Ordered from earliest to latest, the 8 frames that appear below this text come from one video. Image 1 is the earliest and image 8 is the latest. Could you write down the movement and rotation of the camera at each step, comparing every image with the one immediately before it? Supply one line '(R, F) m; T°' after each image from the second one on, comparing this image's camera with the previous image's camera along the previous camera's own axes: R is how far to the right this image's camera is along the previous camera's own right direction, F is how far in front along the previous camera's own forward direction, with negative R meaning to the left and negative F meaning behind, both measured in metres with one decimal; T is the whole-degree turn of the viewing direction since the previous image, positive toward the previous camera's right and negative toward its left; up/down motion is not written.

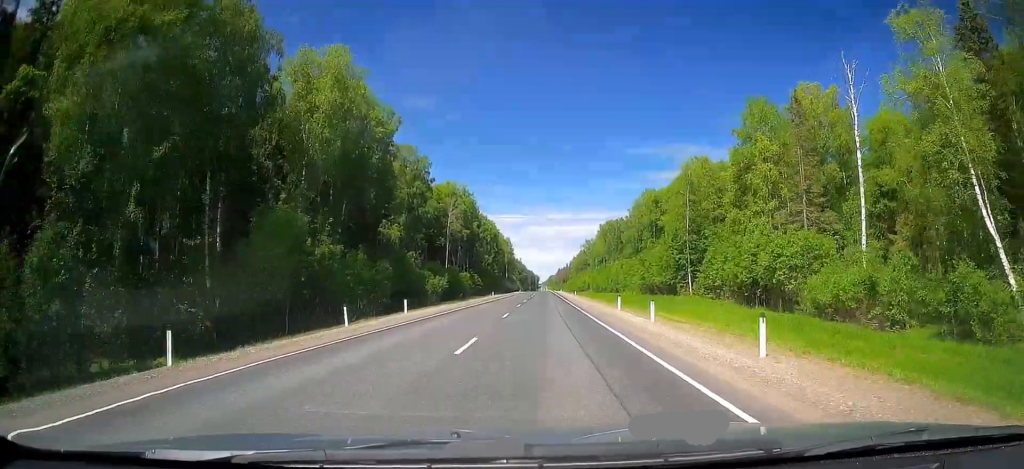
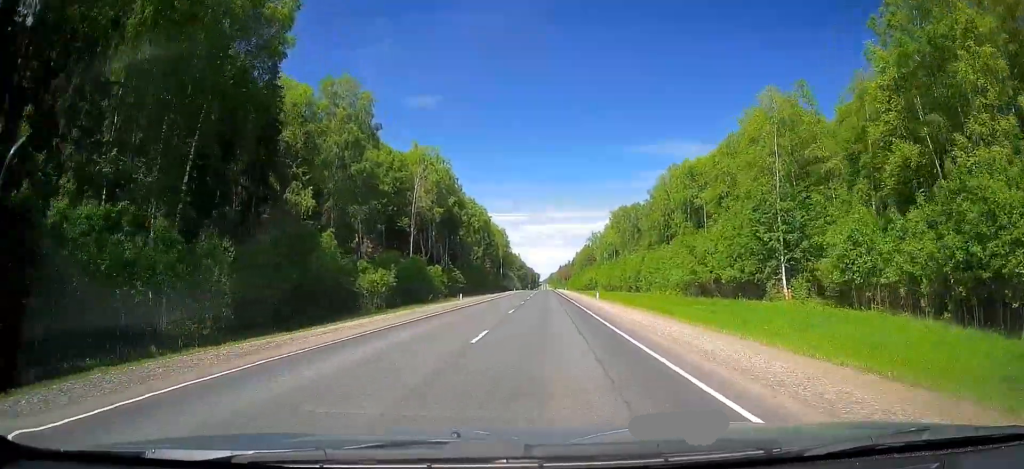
(-0.2, +33.8) m; 0°
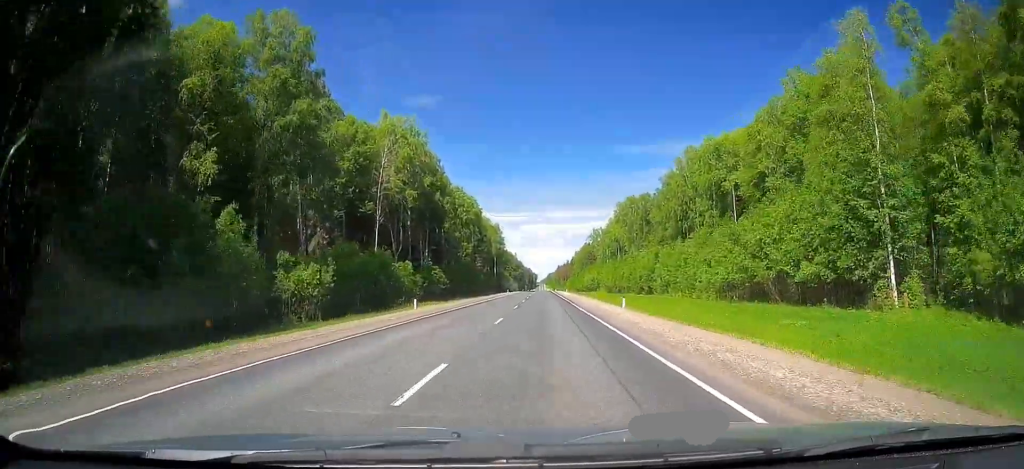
(+0.1, +18.0) m; 0°
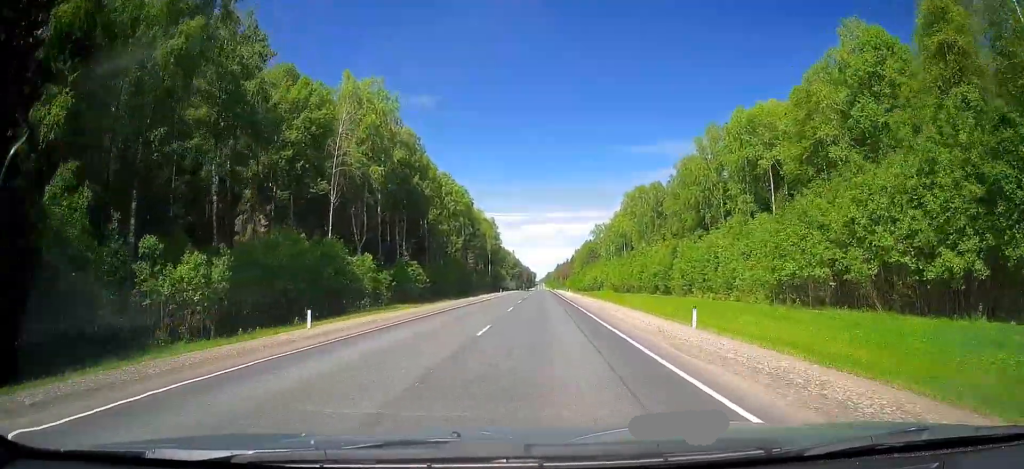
(0.0, +15.9) m; 0°
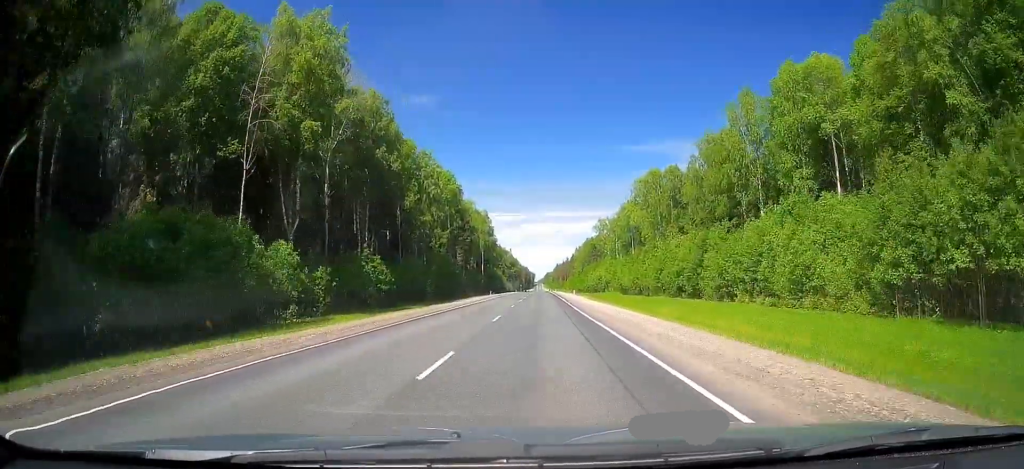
(-0.1, +18.0) m; 0°
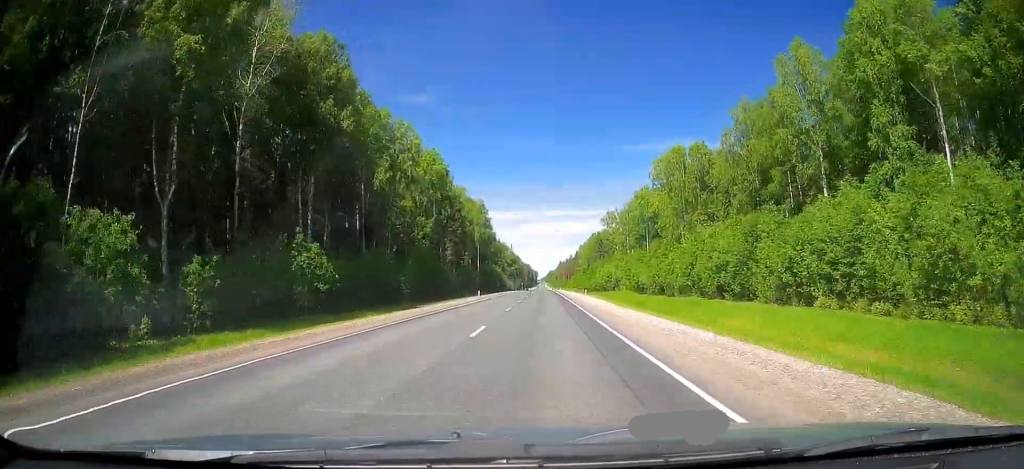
(0.0, +18.0) m; 0°
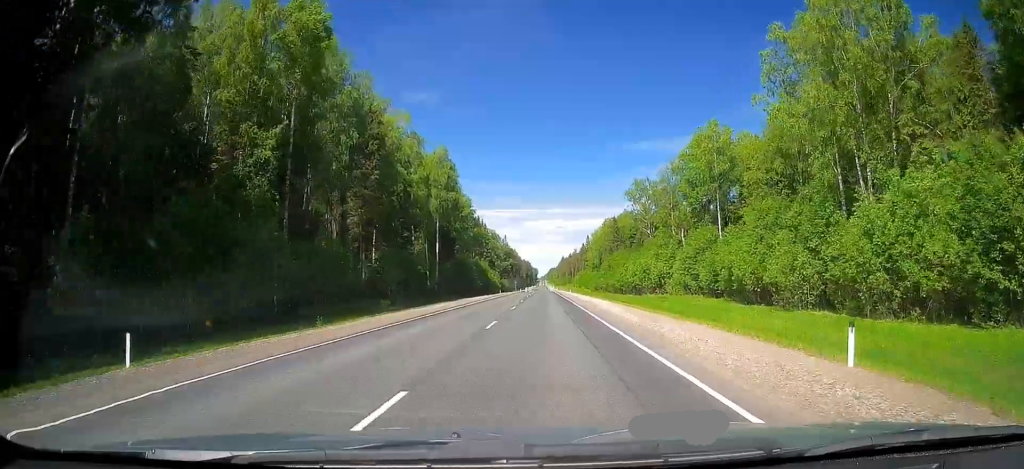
(+0.4, +57.4) m; 0°
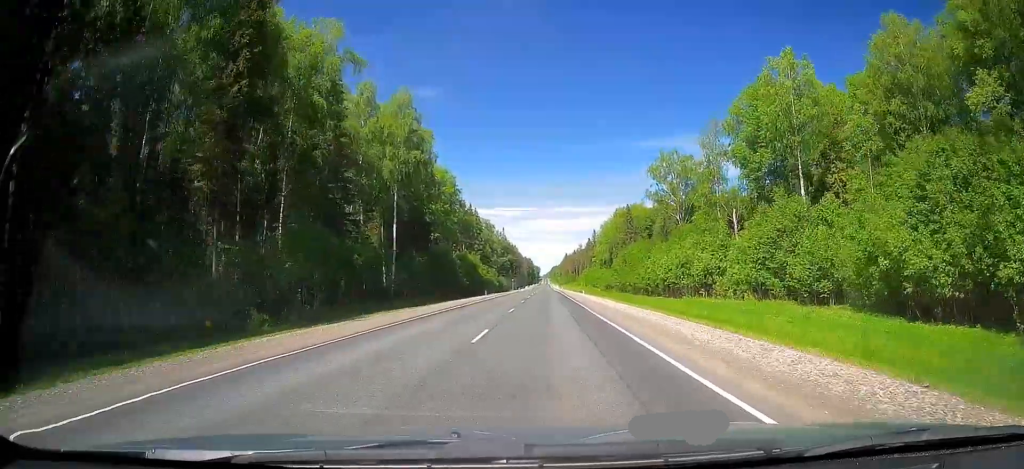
(-0.2, +27.4) m; 0°
